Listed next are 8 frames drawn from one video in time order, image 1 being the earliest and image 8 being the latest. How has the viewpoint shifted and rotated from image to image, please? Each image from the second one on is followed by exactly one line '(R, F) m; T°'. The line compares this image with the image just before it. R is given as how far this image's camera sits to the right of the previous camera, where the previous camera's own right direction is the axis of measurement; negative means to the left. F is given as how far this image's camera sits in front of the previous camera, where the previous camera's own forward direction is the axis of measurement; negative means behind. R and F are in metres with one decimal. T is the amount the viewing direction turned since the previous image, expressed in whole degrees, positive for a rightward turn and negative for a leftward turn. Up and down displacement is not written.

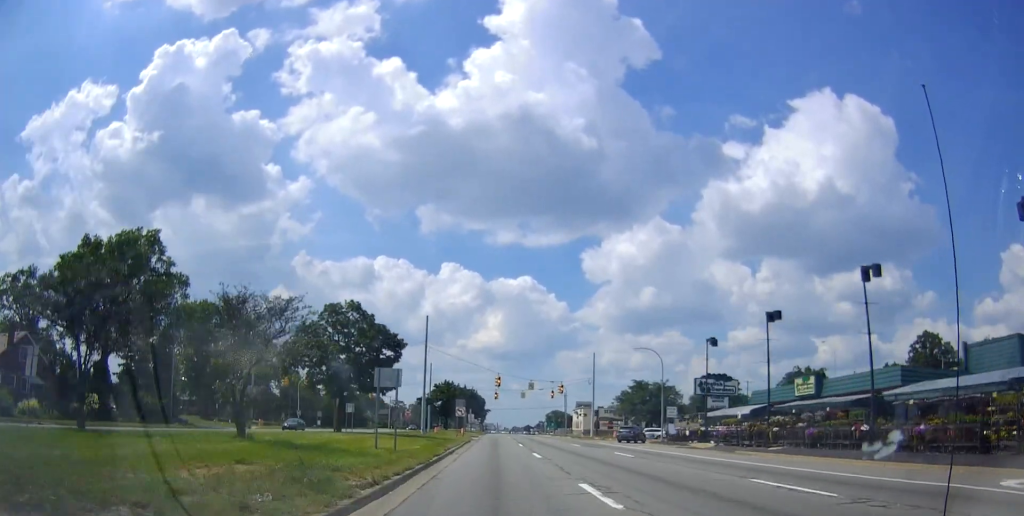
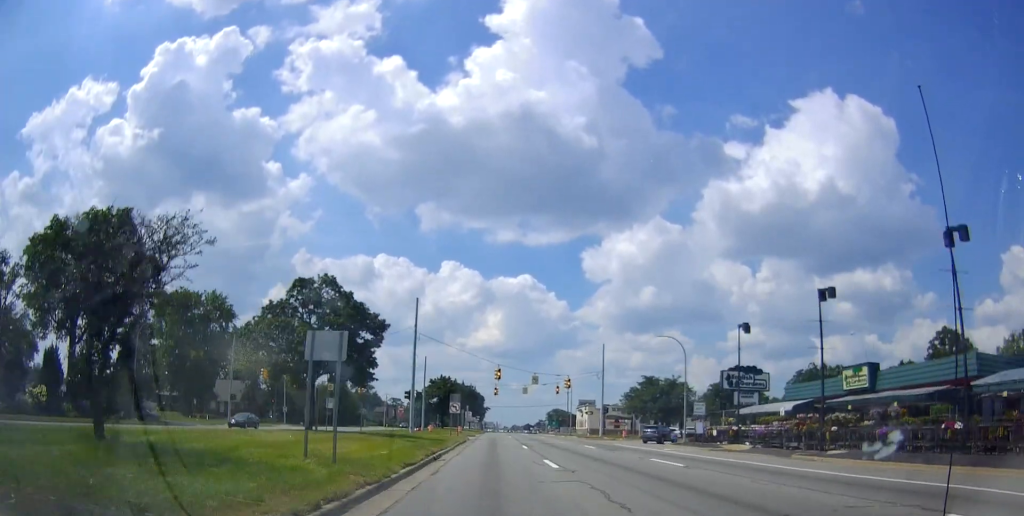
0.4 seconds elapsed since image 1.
(-0.2, +7.7) m; 0°
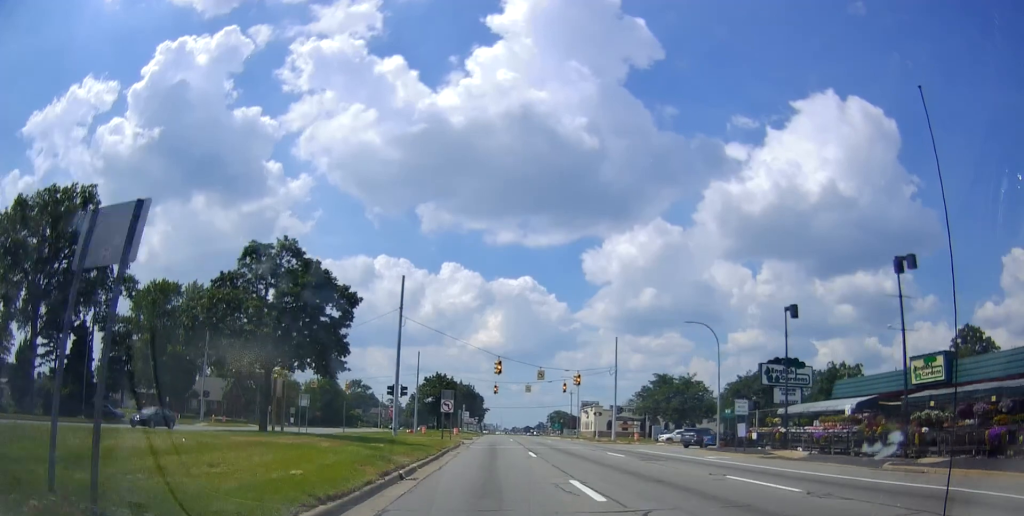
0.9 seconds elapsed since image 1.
(-0.2, +8.9) m; 0°
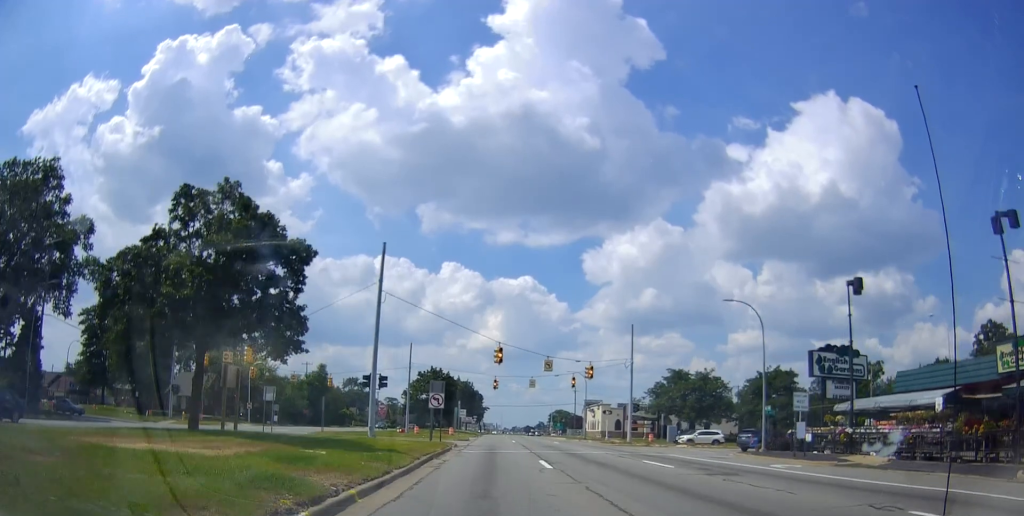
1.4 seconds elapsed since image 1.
(+0.2, +8.4) m; 0°
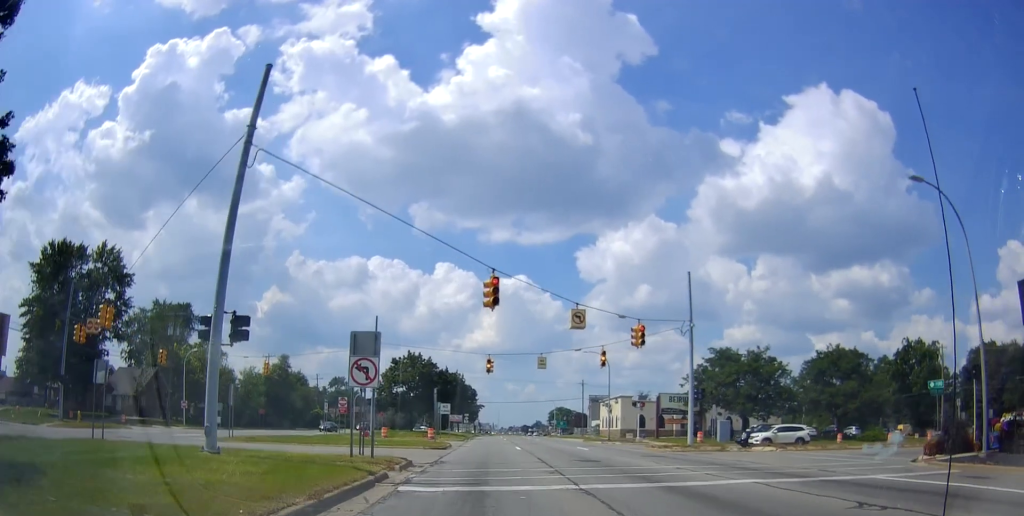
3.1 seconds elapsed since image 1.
(-0.3, +23.9) m; 0°
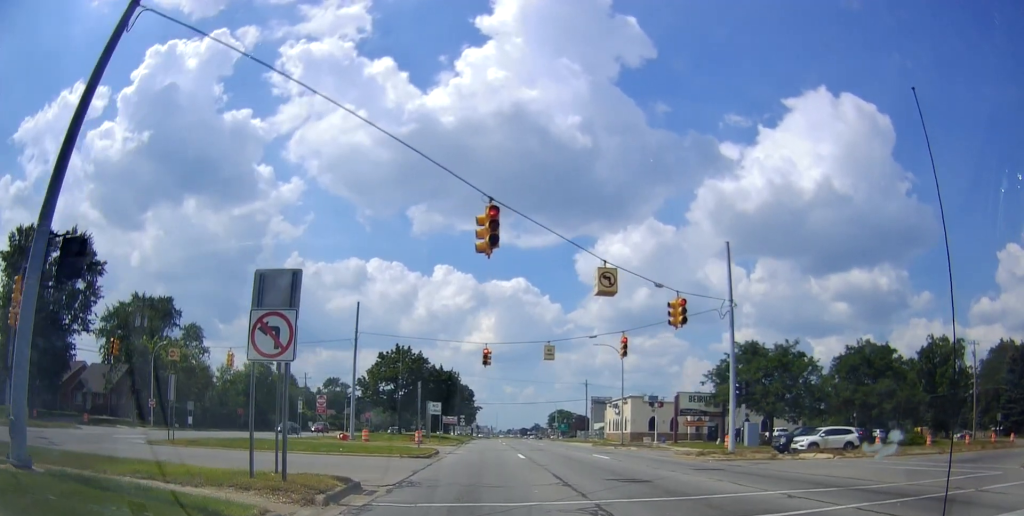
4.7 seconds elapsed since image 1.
(+0.5, +12.6) m; -5°
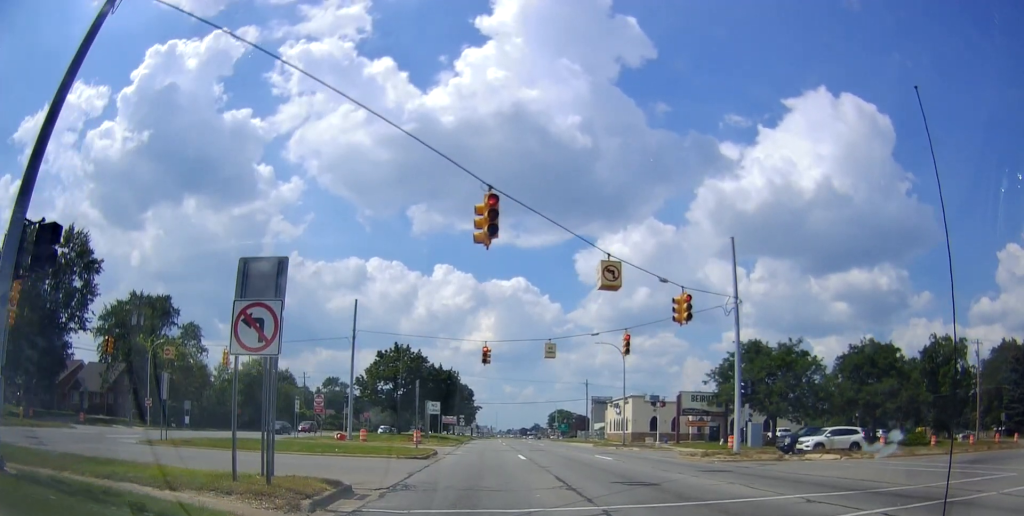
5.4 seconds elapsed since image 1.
(-0.3, +1.6) m; -1°
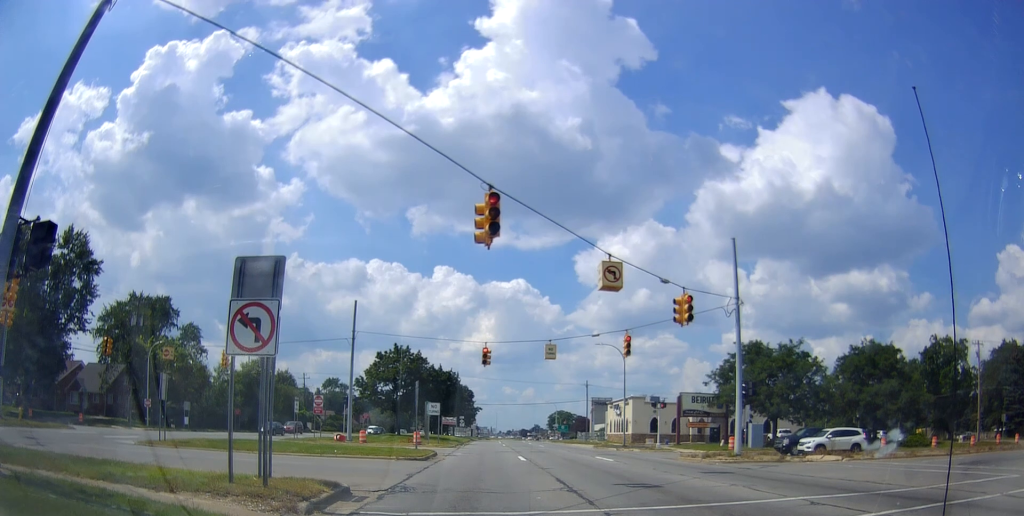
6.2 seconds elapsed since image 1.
(-0.5, +0.6) m; 0°
